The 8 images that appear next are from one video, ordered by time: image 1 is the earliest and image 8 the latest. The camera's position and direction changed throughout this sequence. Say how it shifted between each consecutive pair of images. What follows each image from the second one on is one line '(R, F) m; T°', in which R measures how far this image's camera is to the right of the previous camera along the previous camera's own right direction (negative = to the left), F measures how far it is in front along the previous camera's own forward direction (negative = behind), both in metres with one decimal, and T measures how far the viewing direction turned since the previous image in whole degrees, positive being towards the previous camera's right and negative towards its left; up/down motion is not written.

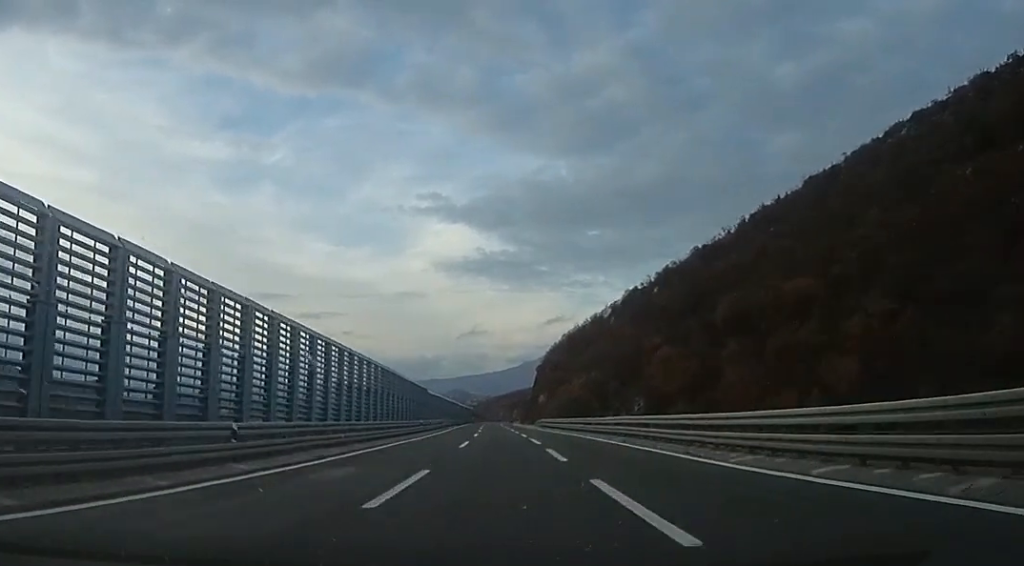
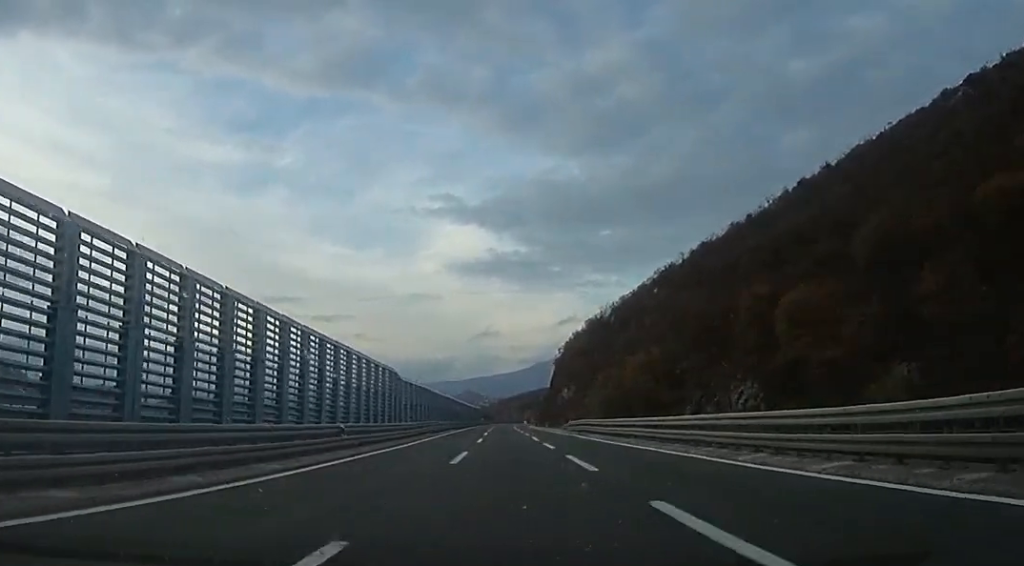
(-0.3, +27.1) m; -2°
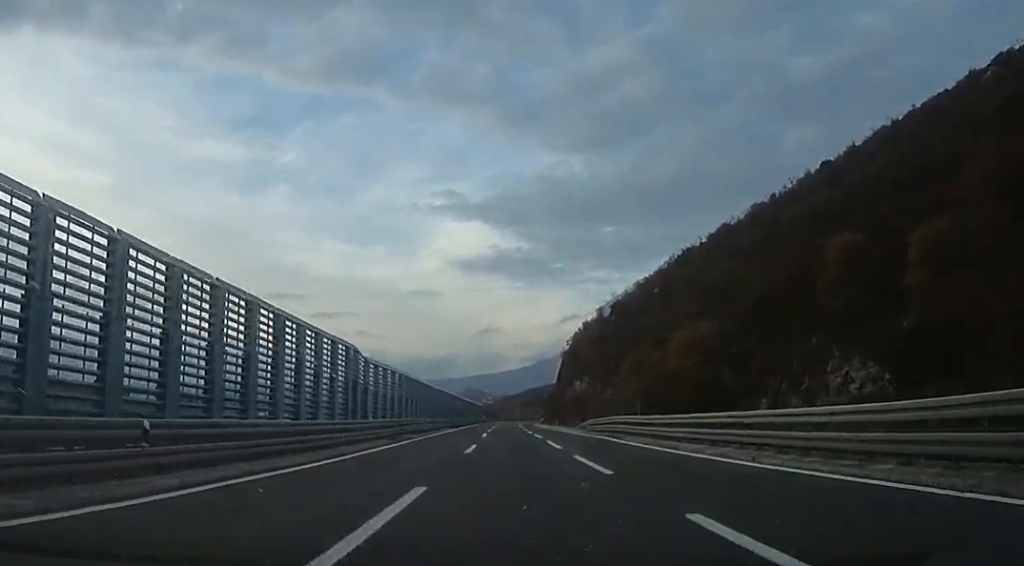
(-0.2, +13.4) m; -1°
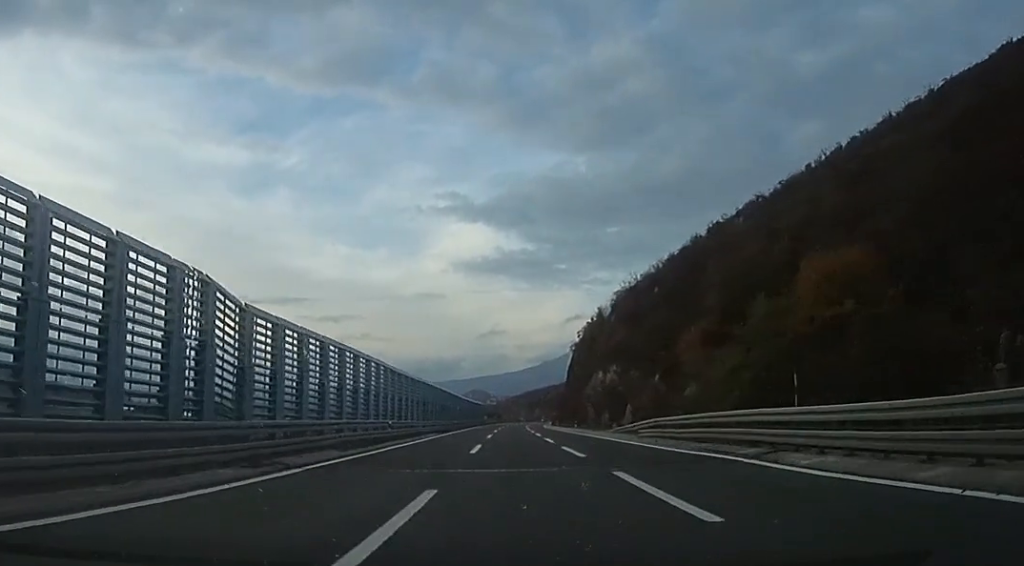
(-0.1, +17.7) m; +1°
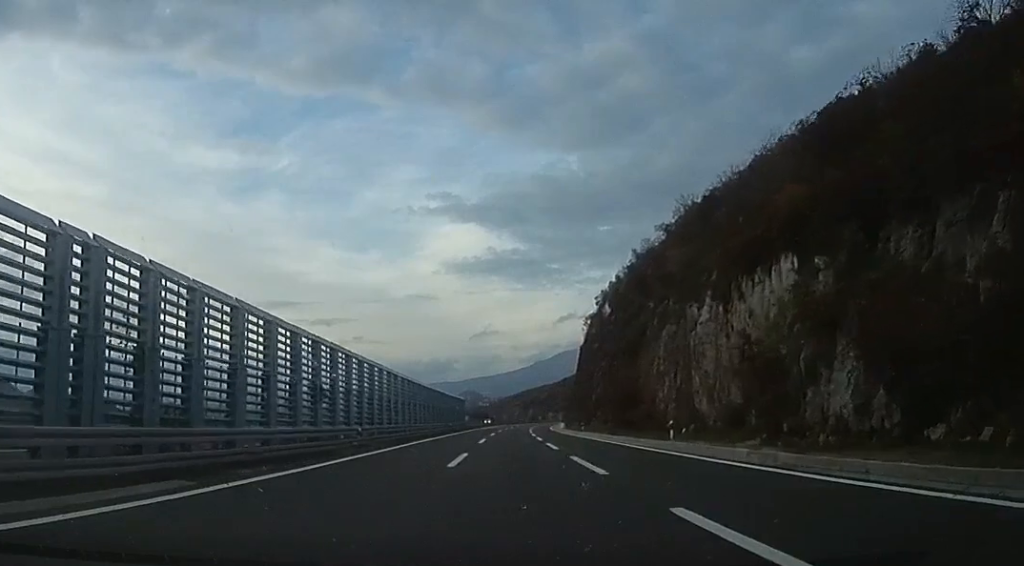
(+0.9, +41.5) m; +1°
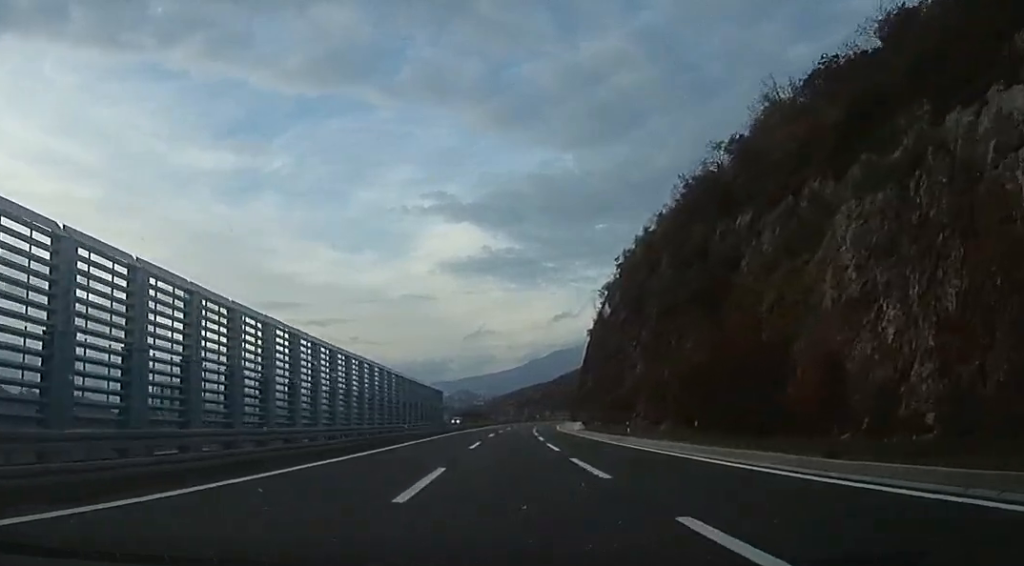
(-0.6, +24.9) m; -1°
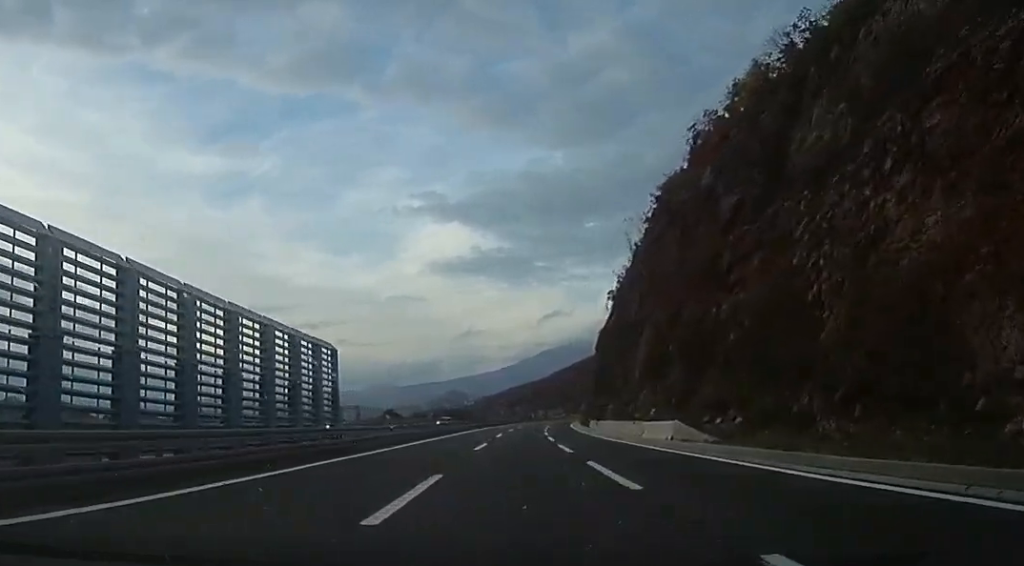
(0.0, +37.9) m; +2°
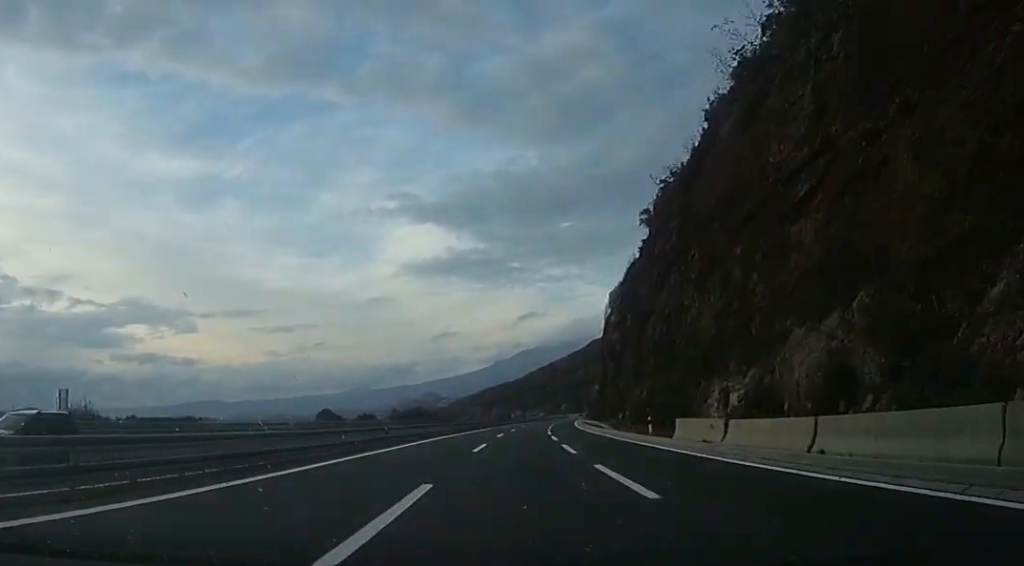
(+1.4, +37.1) m; +3°
